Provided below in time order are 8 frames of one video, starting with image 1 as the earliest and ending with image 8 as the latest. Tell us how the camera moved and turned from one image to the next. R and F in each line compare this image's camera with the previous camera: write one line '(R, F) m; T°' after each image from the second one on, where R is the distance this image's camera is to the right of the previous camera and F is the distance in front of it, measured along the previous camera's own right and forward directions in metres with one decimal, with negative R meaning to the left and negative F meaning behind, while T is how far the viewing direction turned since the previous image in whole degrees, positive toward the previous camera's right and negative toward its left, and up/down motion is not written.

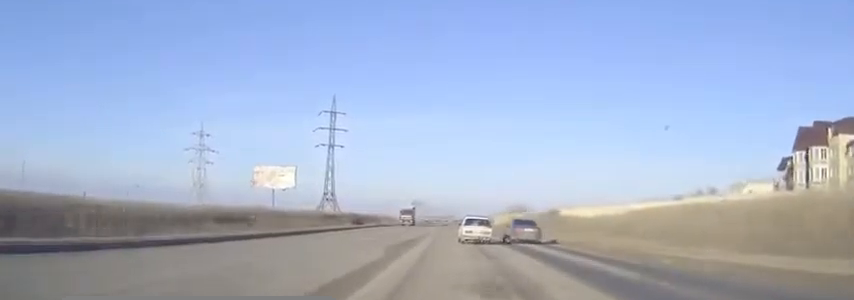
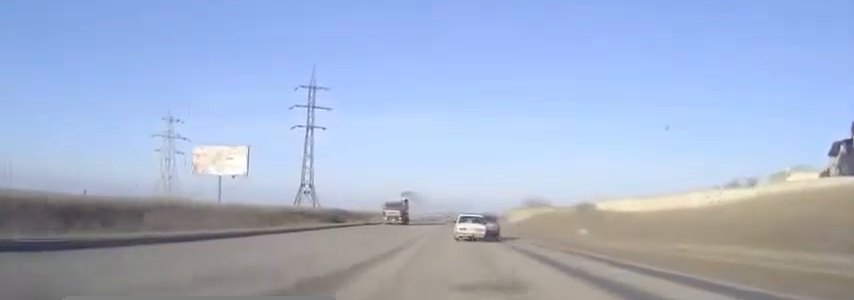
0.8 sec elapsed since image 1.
(-0.2, +20.0) m; -1°
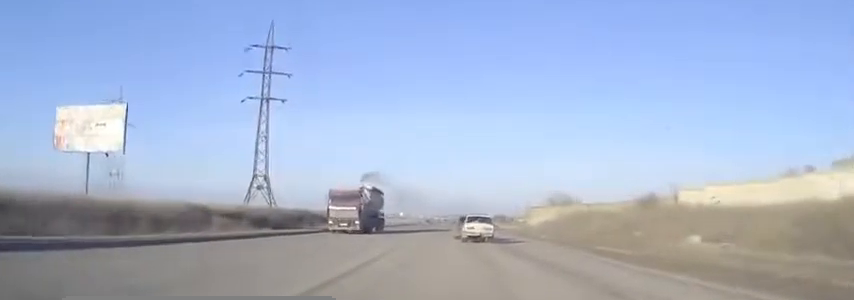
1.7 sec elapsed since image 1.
(-0.1, +23.9) m; -1°
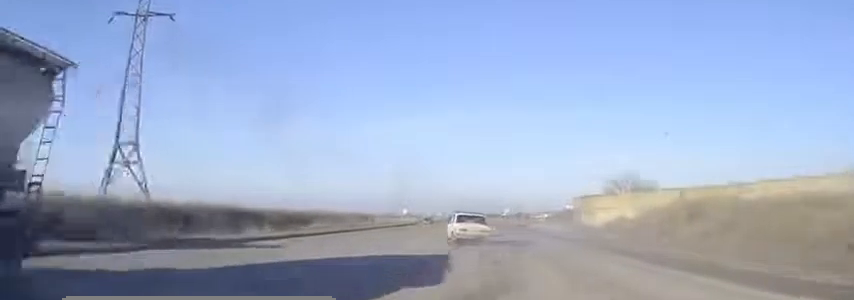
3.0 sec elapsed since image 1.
(-0.3, +32.0) m; -1°
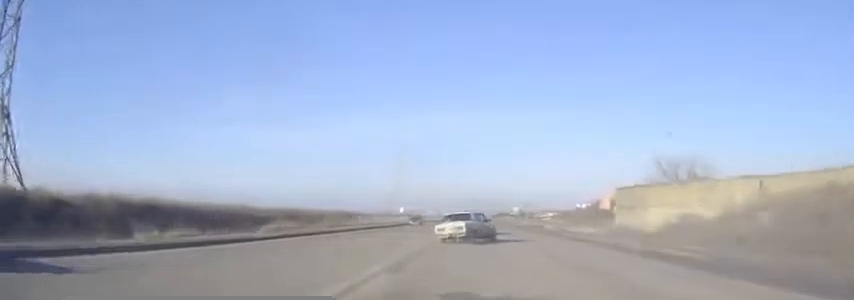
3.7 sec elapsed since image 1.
(-0.1, +16.0) m; 0°
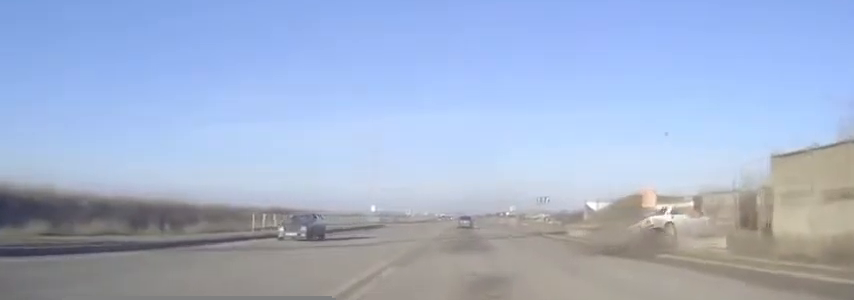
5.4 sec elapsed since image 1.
(0.0, +30.5) m; +1°
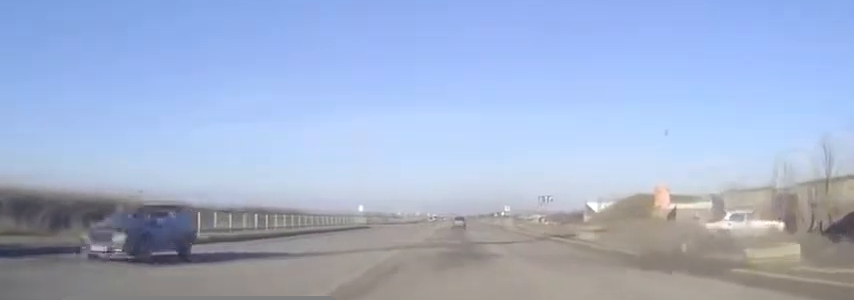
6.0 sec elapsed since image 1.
(0.0, +7.2) m; +1°
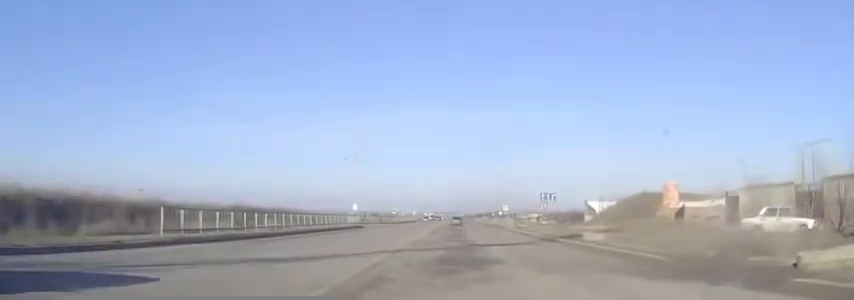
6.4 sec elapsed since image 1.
(0.0, +4.6) m; +1°
